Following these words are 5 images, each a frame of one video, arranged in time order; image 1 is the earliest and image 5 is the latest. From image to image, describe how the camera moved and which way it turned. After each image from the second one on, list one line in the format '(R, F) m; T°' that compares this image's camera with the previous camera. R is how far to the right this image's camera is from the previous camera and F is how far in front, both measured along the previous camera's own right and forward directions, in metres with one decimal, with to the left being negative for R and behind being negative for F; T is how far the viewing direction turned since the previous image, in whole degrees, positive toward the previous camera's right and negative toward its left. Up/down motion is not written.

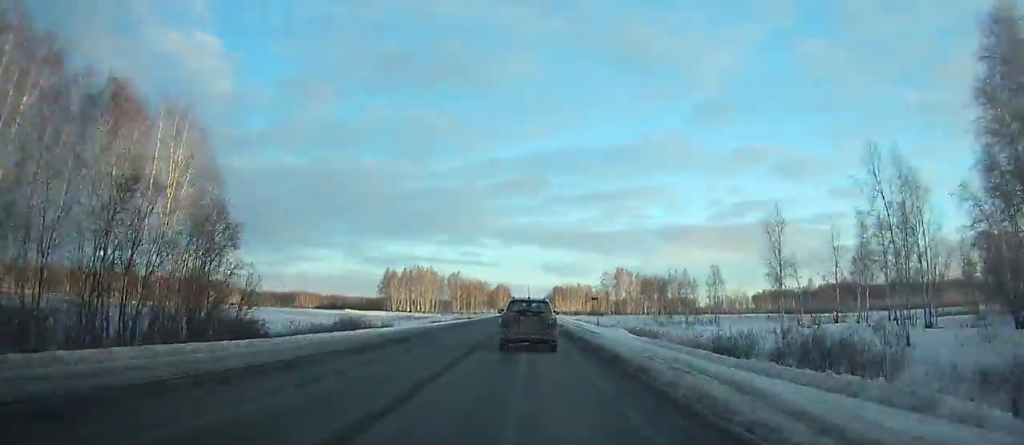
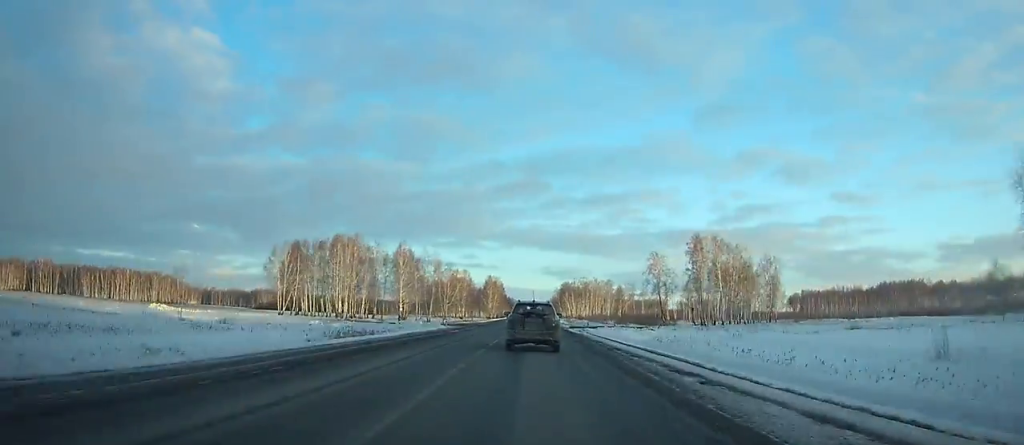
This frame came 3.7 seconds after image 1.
(-1.3, +104.5) m; -2°
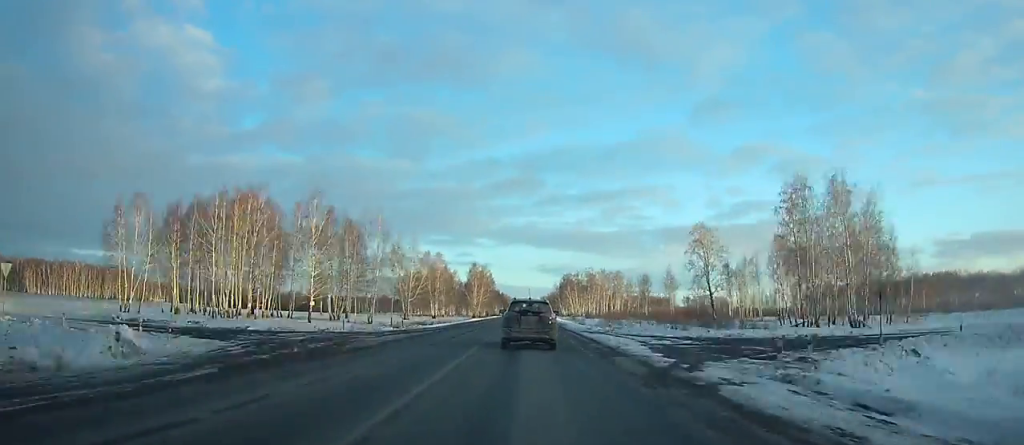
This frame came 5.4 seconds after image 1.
(-1.7, +47.6) m; 0°
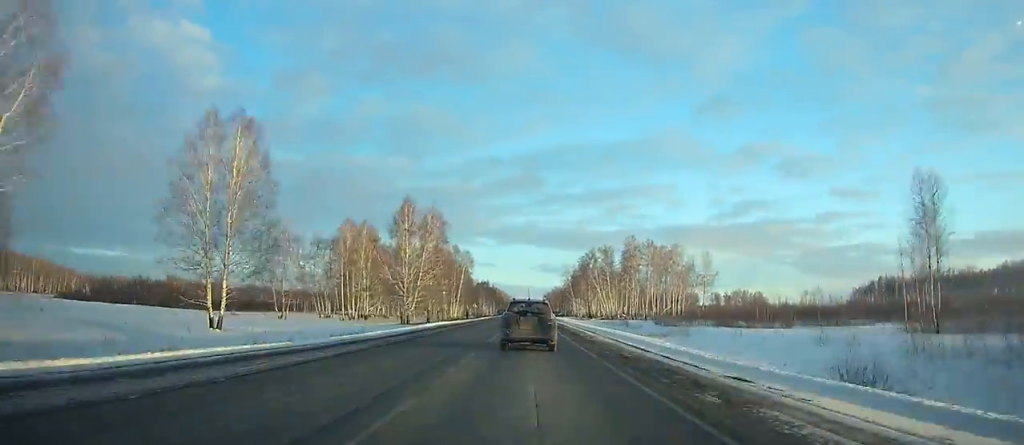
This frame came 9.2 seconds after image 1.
(+3.1, +106.8) m; +2°
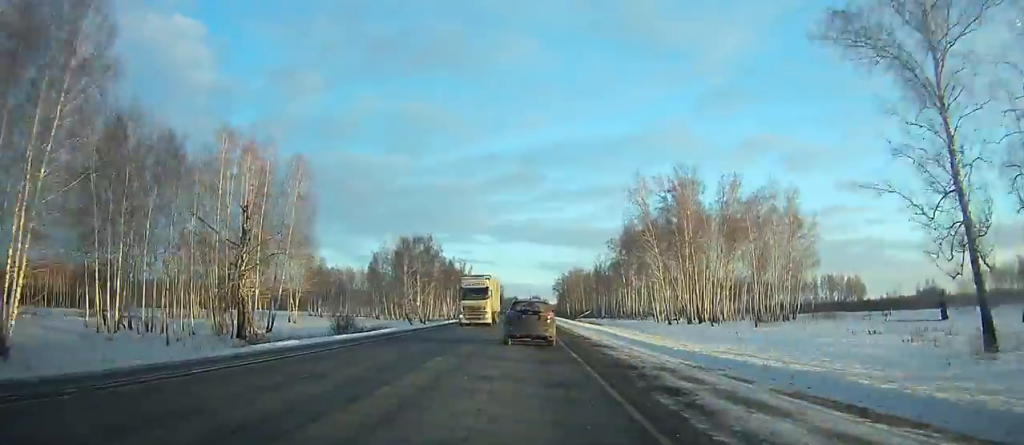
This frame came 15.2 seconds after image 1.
(+0.4, +170.3) m; 0°
